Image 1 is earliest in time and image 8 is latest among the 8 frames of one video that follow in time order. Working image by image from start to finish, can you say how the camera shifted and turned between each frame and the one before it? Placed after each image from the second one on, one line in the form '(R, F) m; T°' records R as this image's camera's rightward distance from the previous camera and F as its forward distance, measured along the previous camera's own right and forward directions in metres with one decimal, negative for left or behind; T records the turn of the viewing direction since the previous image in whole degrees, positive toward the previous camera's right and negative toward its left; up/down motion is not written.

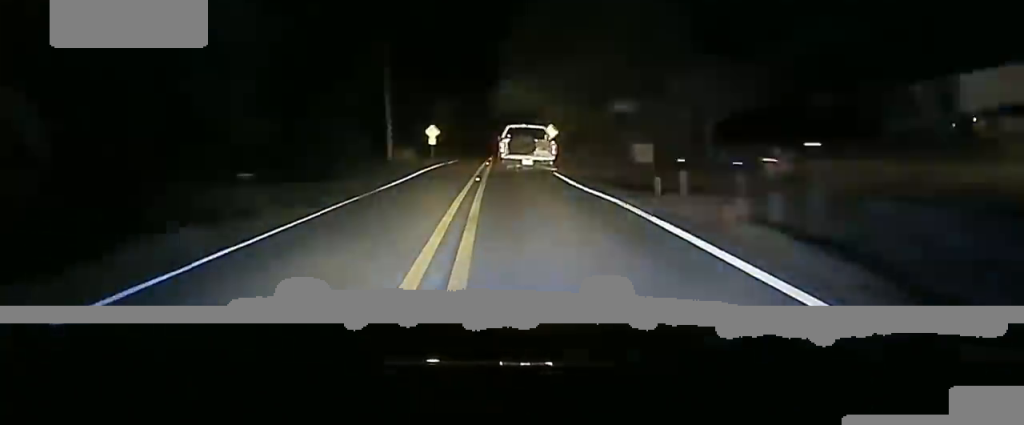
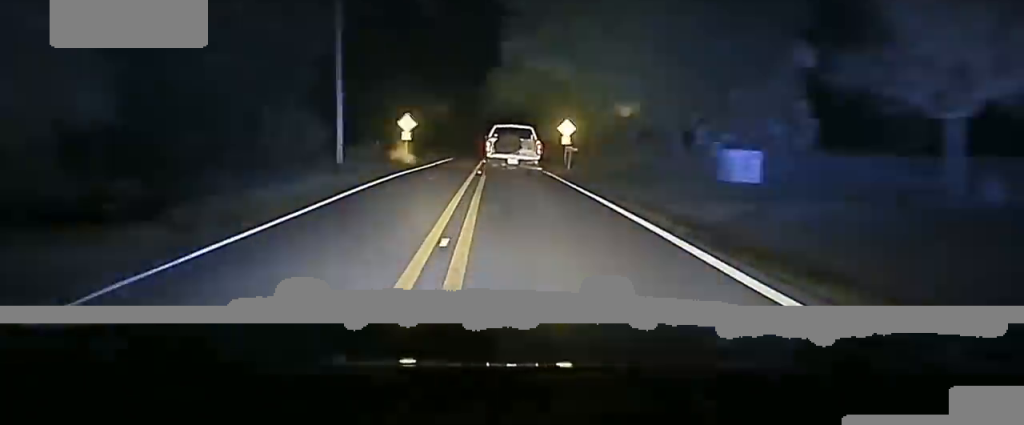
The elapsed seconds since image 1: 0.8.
(+0.1, +17.3) m; 0°
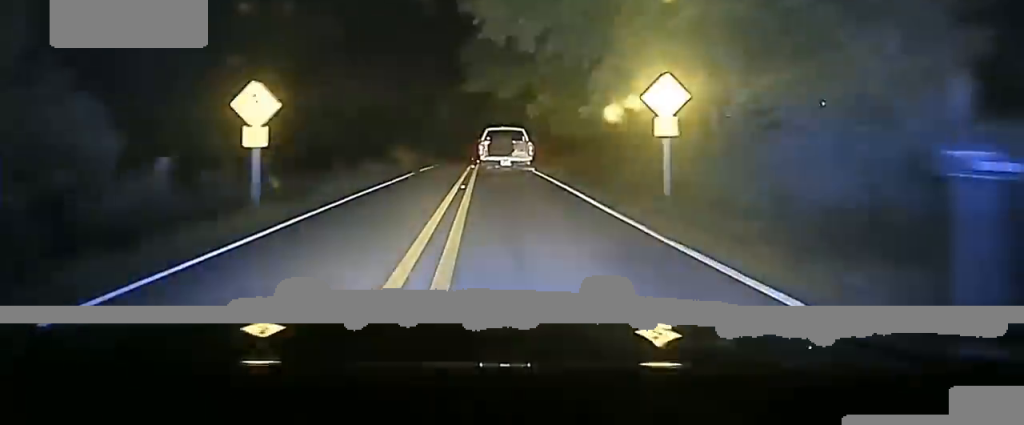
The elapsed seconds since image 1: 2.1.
(0.0, +30.2) m; 0°
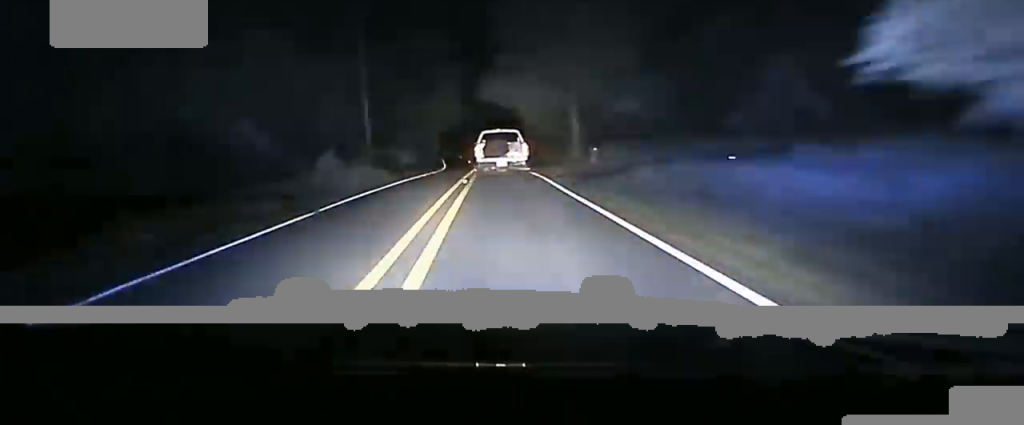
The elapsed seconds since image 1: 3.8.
(+0.1, +43.4) m; 0°
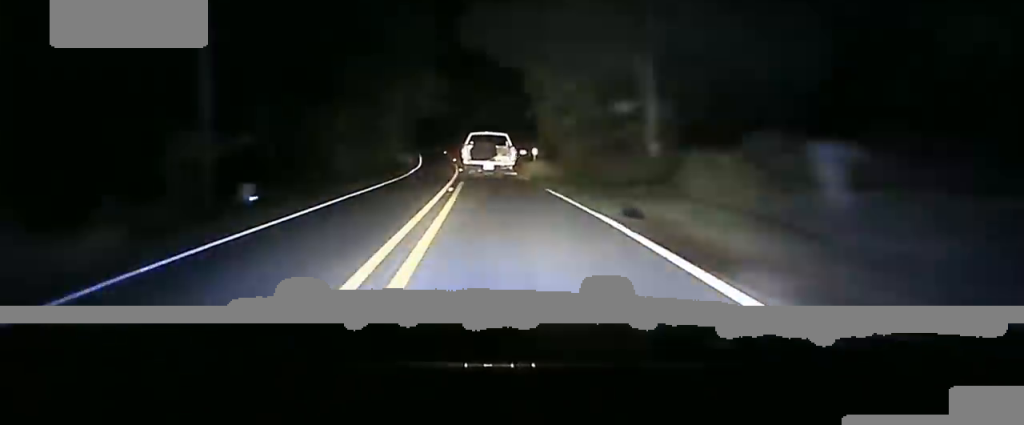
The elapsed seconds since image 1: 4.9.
(0.0, +32.4) m; 0°
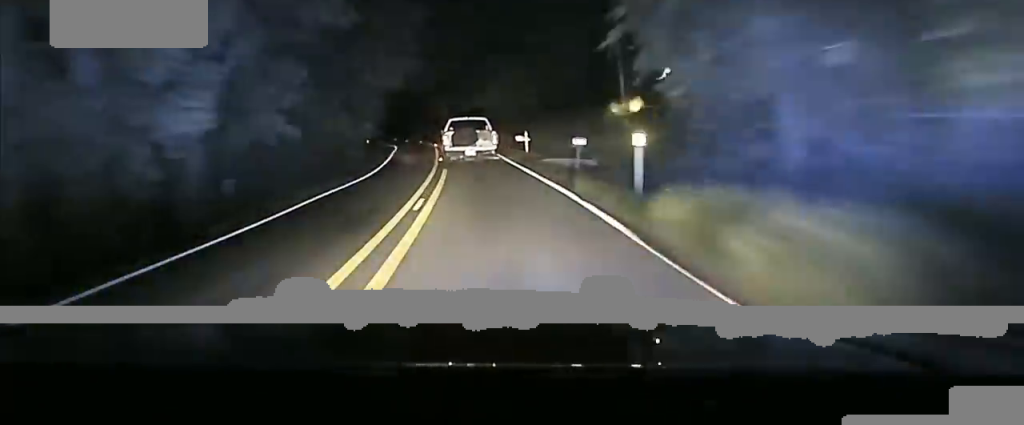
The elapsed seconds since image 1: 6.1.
(-0.1, +38.2) m; -2°
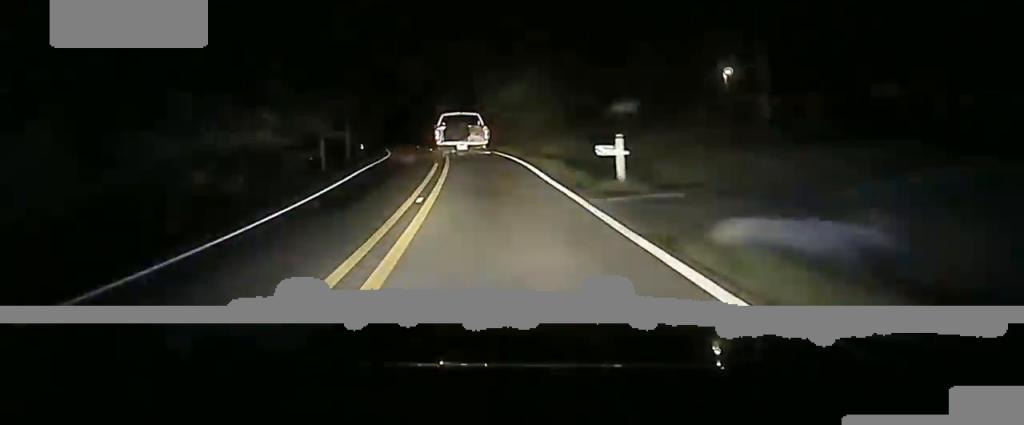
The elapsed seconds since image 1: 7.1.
(-0.7, +27.0) m; -3°
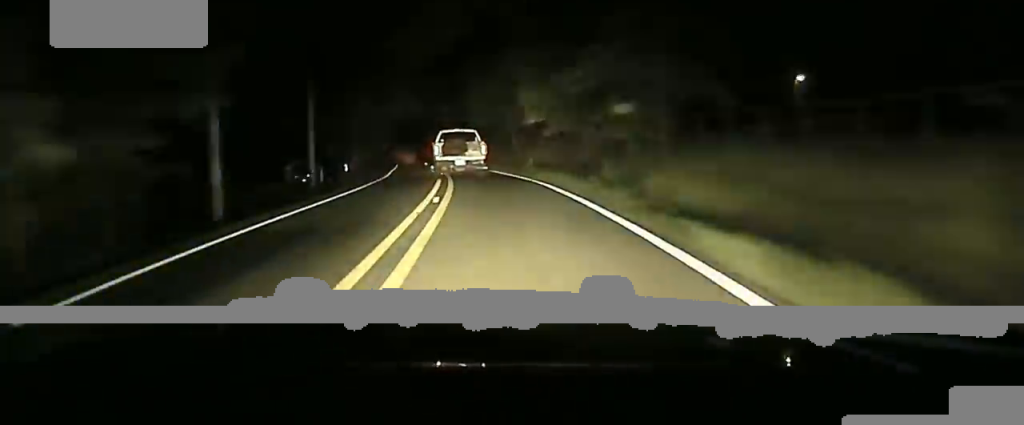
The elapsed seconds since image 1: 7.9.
(-0.5, +22.0) m; -2°
